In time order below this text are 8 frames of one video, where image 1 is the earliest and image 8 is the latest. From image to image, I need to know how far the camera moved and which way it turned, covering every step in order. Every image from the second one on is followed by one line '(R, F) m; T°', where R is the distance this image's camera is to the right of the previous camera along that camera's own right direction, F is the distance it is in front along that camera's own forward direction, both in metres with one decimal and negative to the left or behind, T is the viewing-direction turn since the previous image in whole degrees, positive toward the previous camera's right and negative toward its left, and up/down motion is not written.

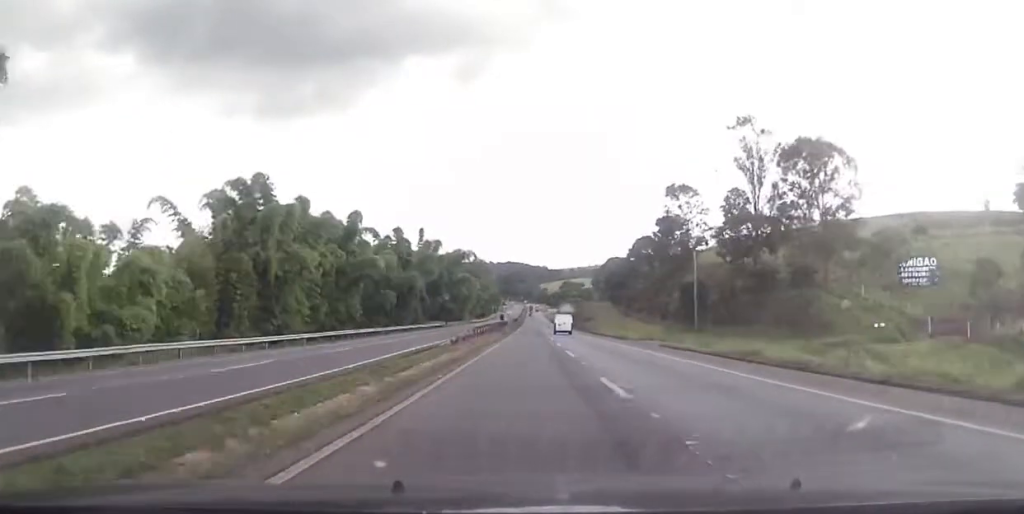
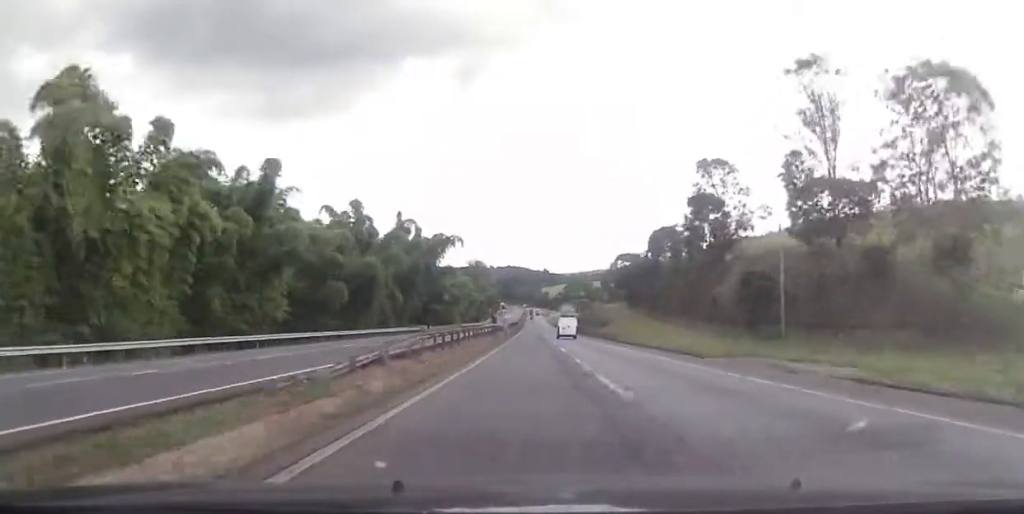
(0.0, +25.8) m; 0°
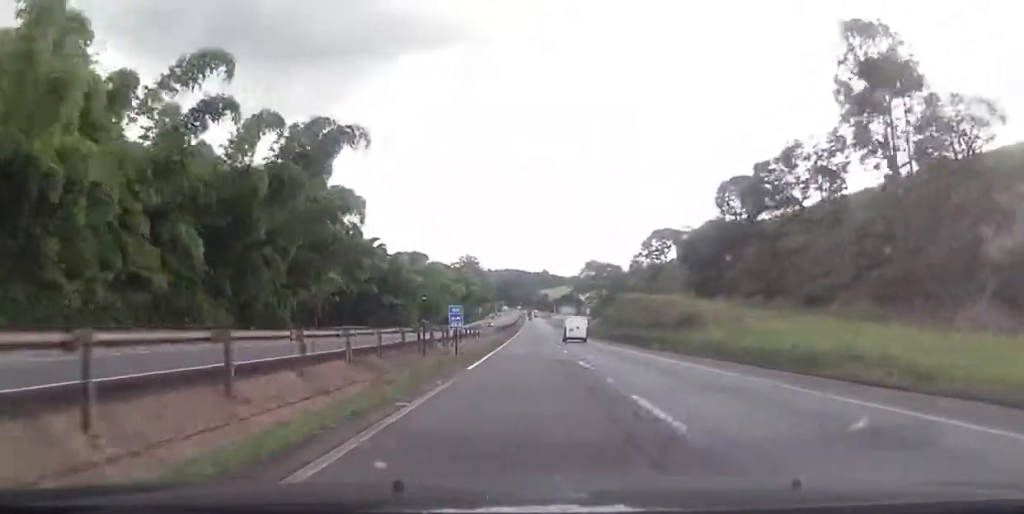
(-0.2, +56.9) m; 0°
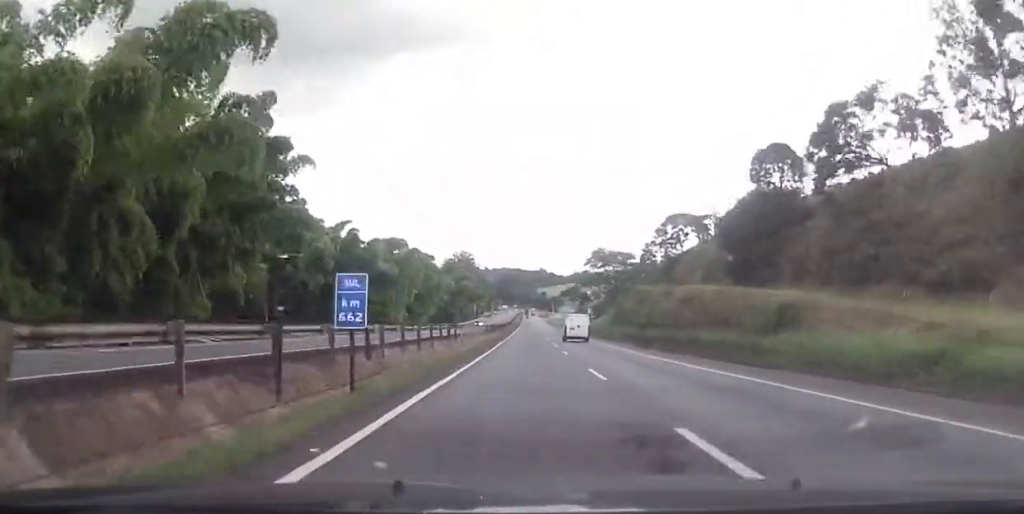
(+0.1, +17.5) m; 0°
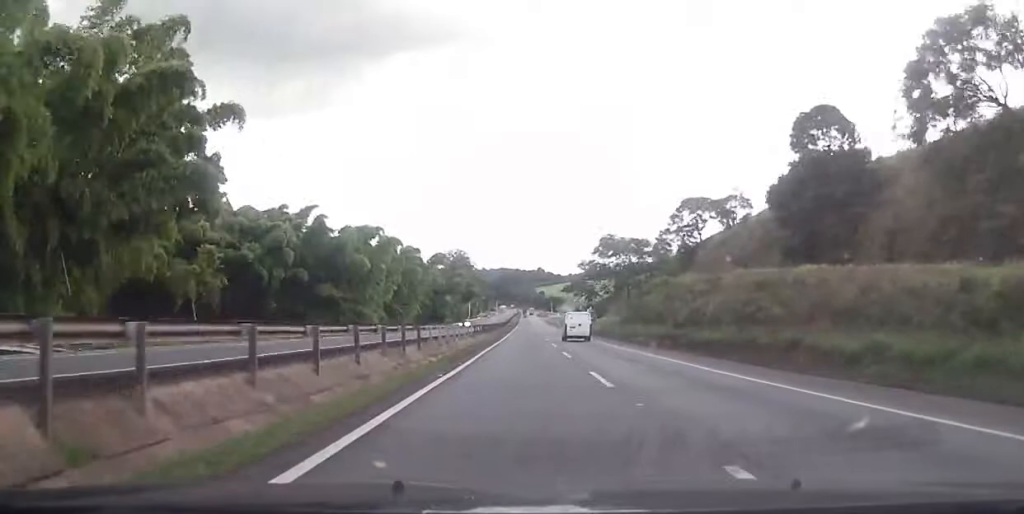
(0.0, +15.1) m; 0°
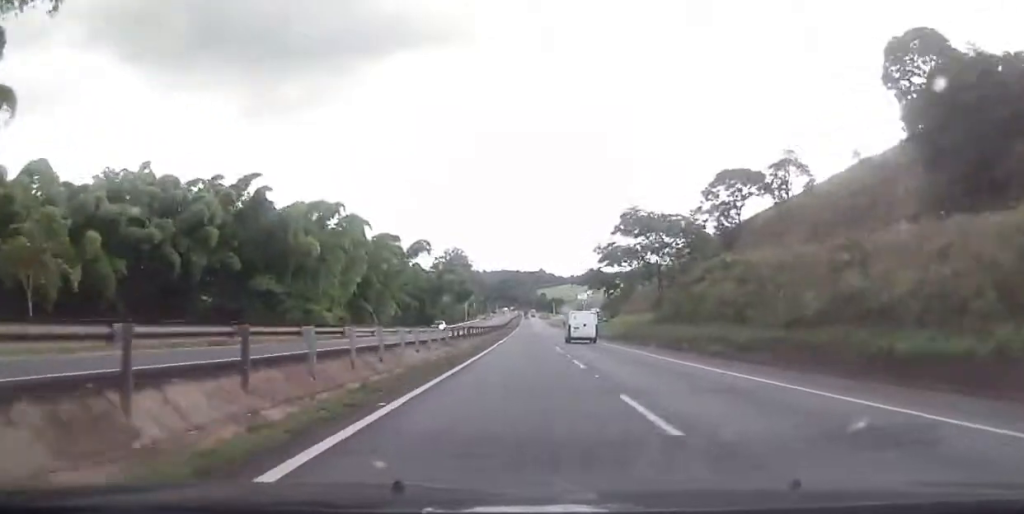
(0.0, +20.1) m; 0°
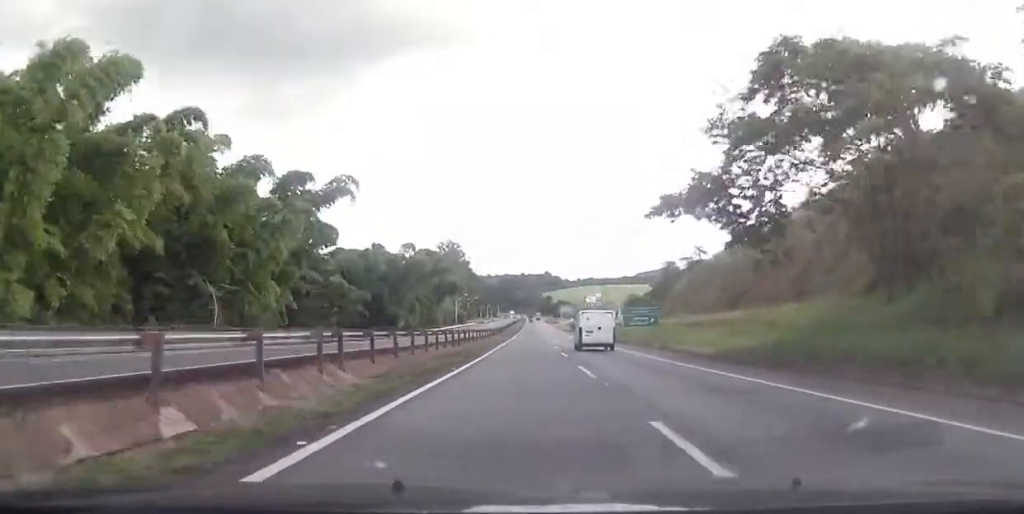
(-0.1, +43.2) m; 0°
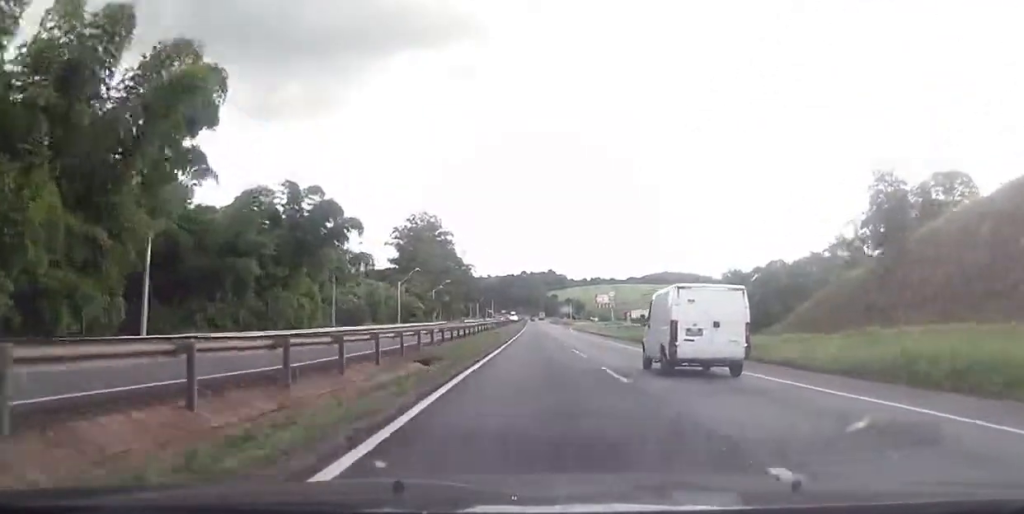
(-0.1, +85.9) m; -1°
